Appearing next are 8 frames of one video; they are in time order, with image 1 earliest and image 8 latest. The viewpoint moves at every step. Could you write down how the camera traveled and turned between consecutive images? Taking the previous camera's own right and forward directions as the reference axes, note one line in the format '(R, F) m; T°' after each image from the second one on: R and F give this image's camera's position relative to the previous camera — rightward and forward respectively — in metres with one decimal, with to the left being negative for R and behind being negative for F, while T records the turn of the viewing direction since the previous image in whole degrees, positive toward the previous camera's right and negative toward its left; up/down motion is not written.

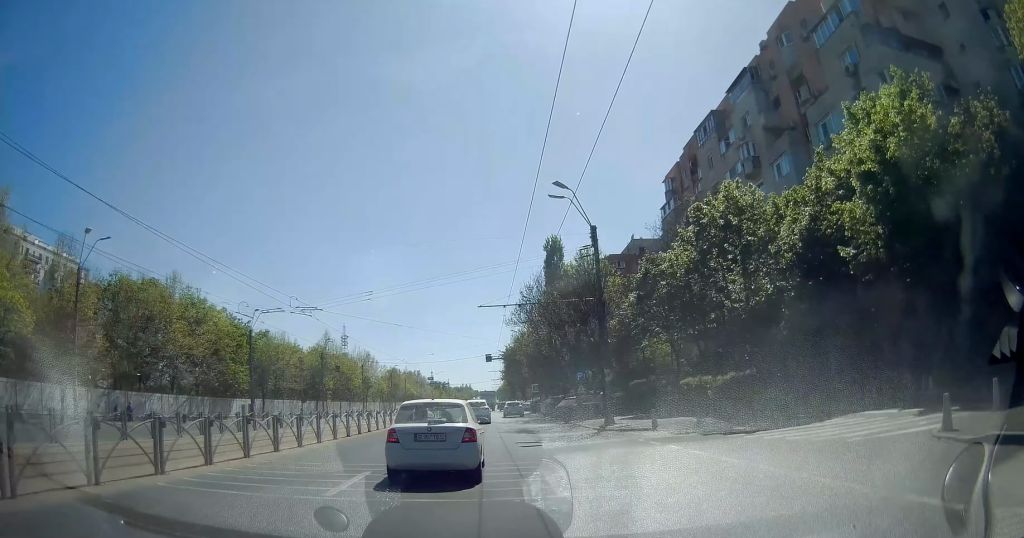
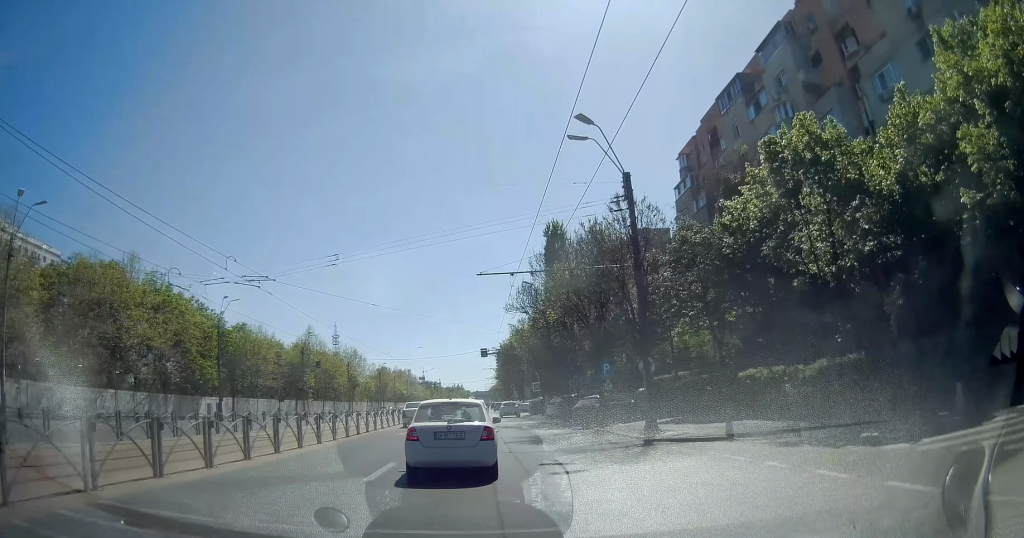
(+0.3, +7.3) m; 0°
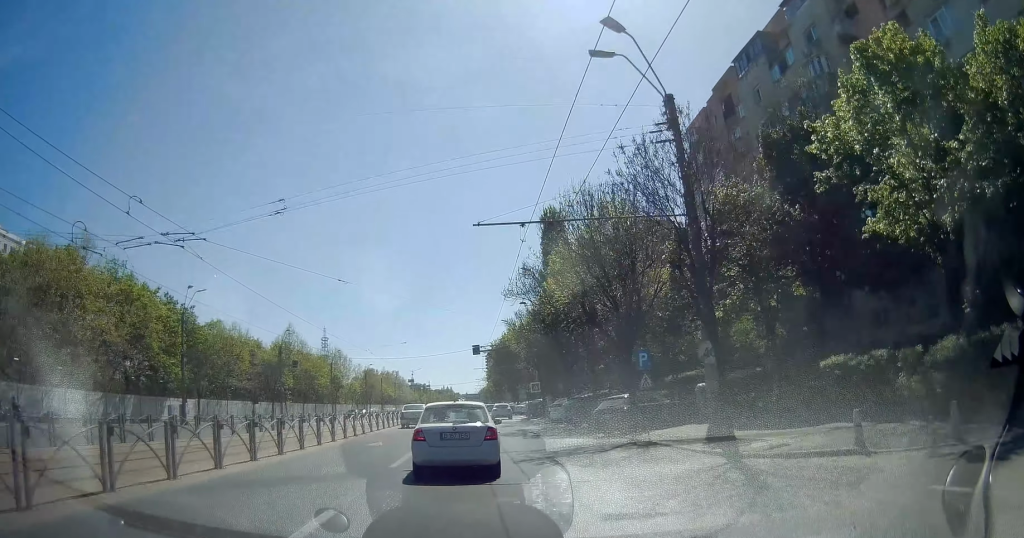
(-0.1, +6.5) m; -1°
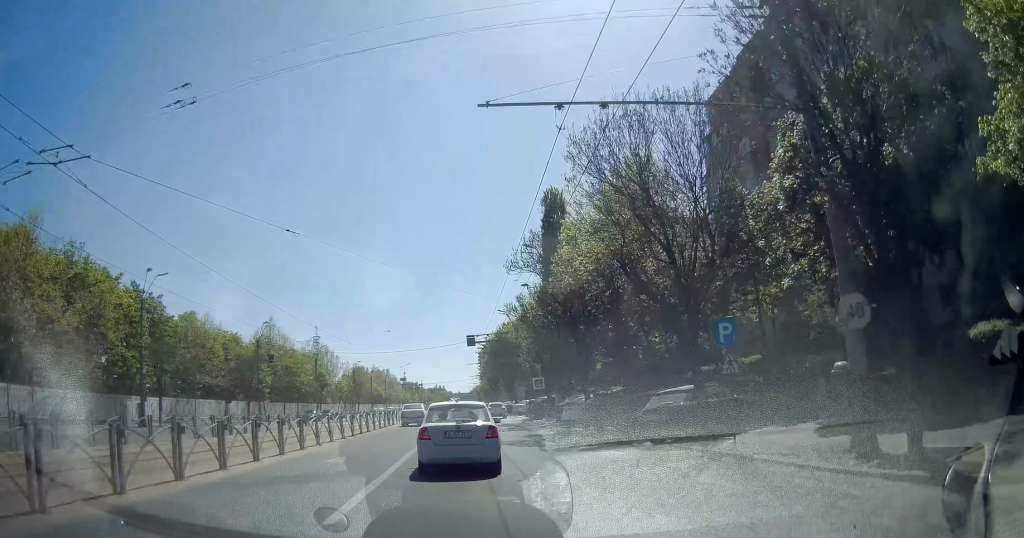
(-0.3, +6.9) m; -1°
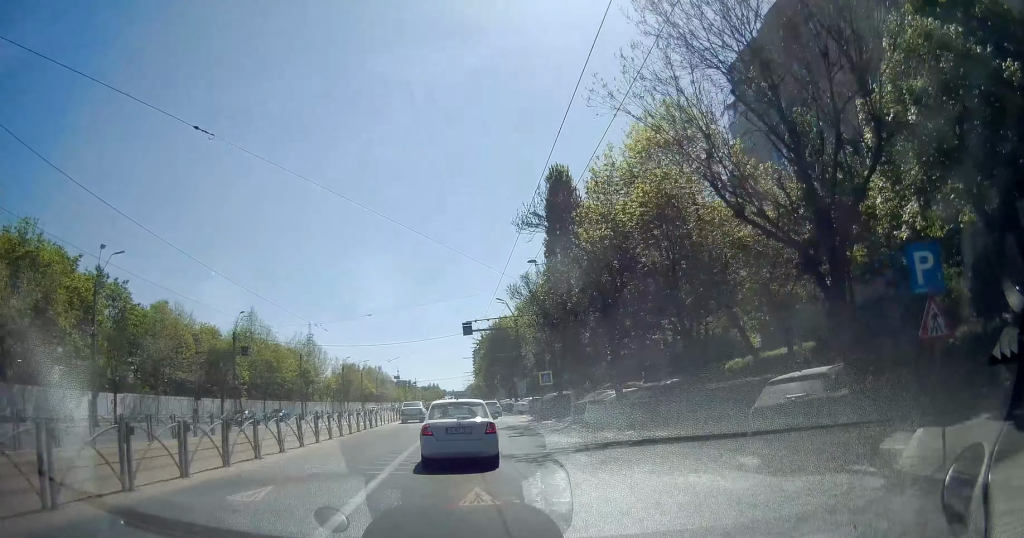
(+0.1, +6.8) m; +1°
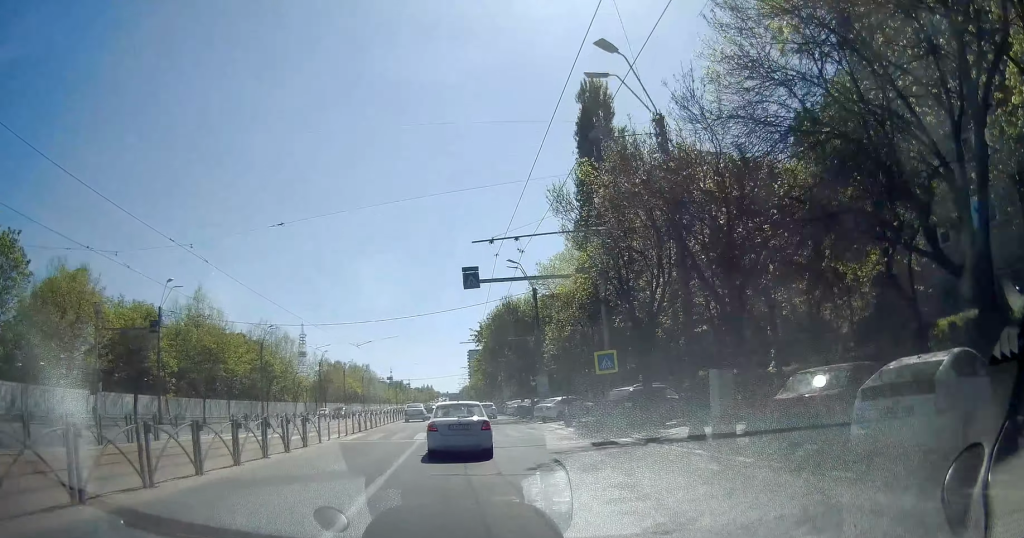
(+0.3, +17.8) m; +2°
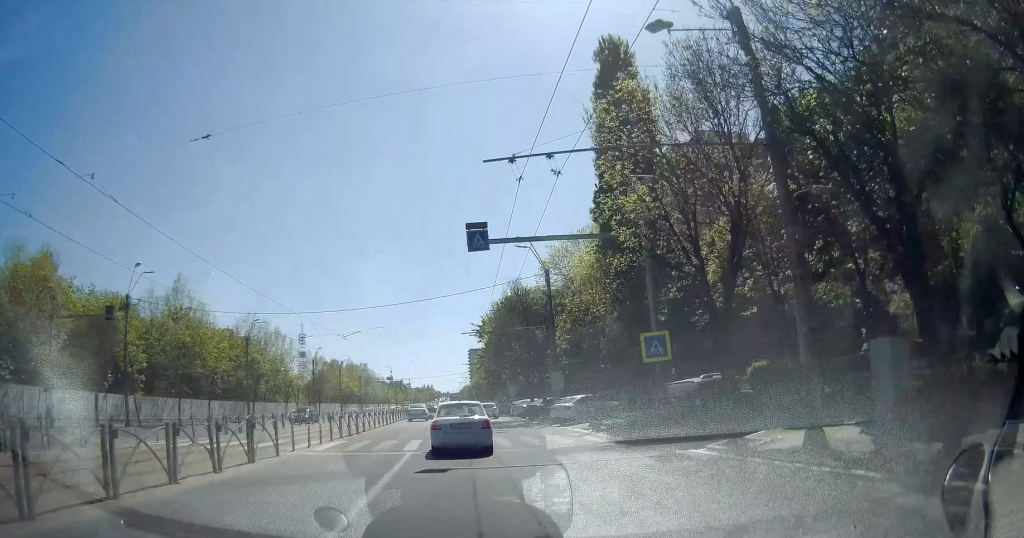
(+0.1, +5.8) m; 0°
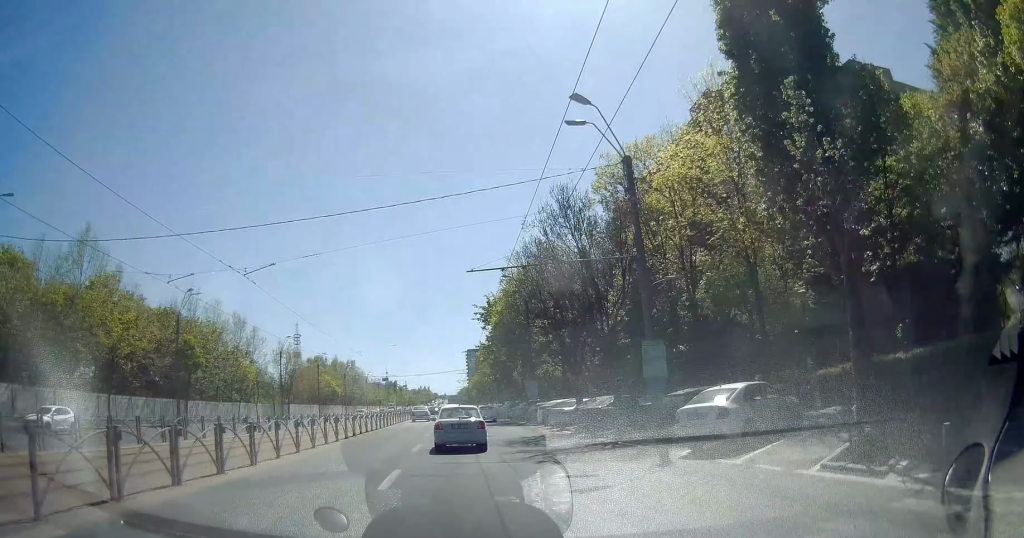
(+0.3, +18.2) m; +2°
